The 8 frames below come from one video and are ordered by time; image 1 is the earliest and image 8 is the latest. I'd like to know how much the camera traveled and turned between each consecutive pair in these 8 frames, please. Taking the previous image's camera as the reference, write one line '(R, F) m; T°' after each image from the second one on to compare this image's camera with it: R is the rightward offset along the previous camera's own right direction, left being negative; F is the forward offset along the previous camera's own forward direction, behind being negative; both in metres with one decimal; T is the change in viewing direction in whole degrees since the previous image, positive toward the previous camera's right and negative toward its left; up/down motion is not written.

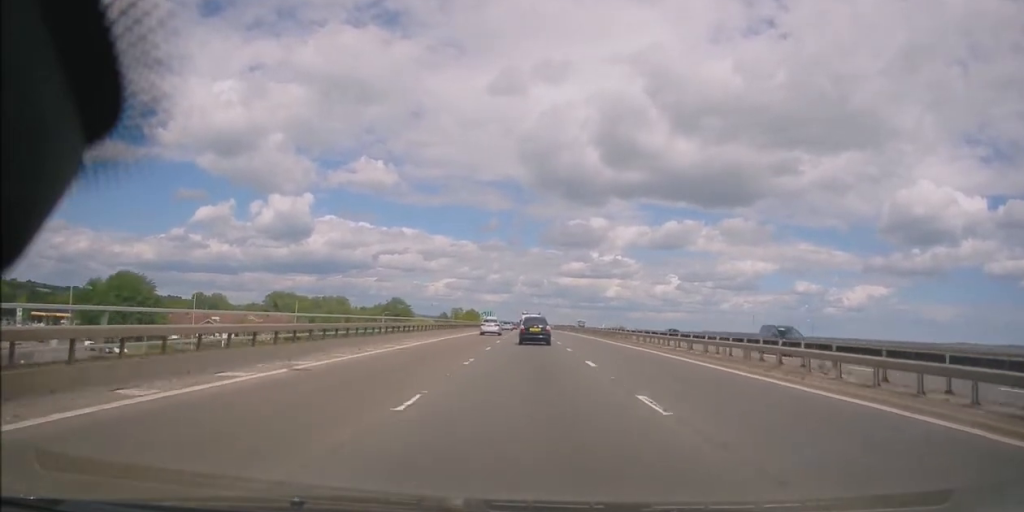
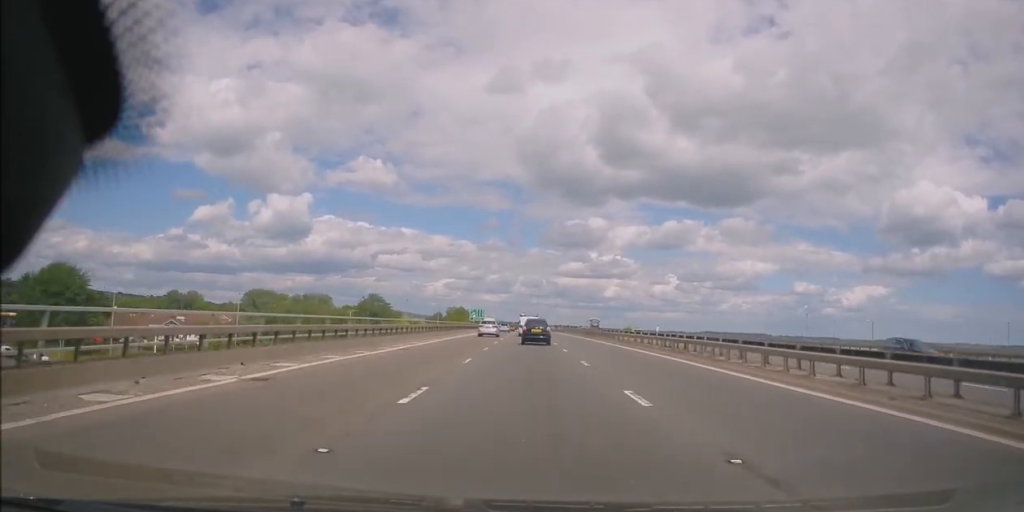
(0.0, +26.4) m; -1°
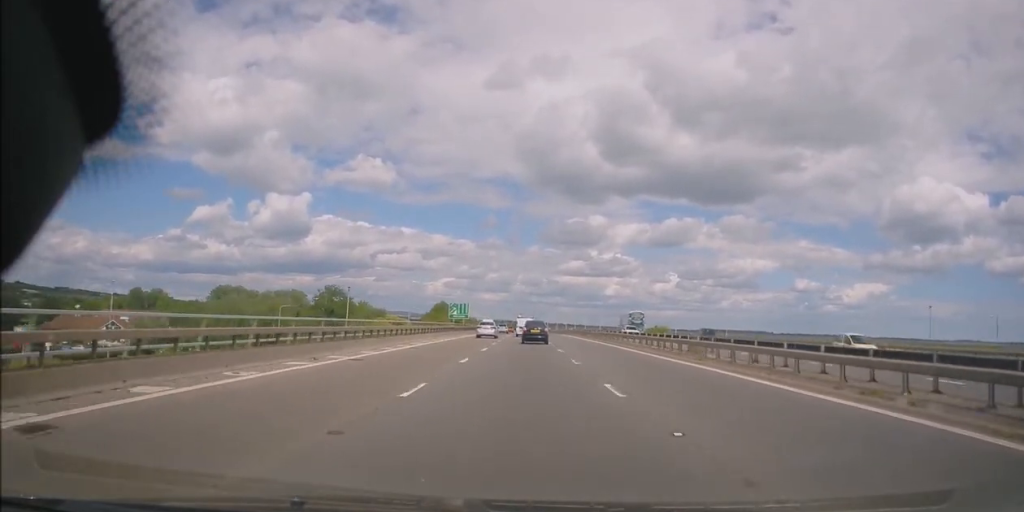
(-0.5, +35.1) m; 0°
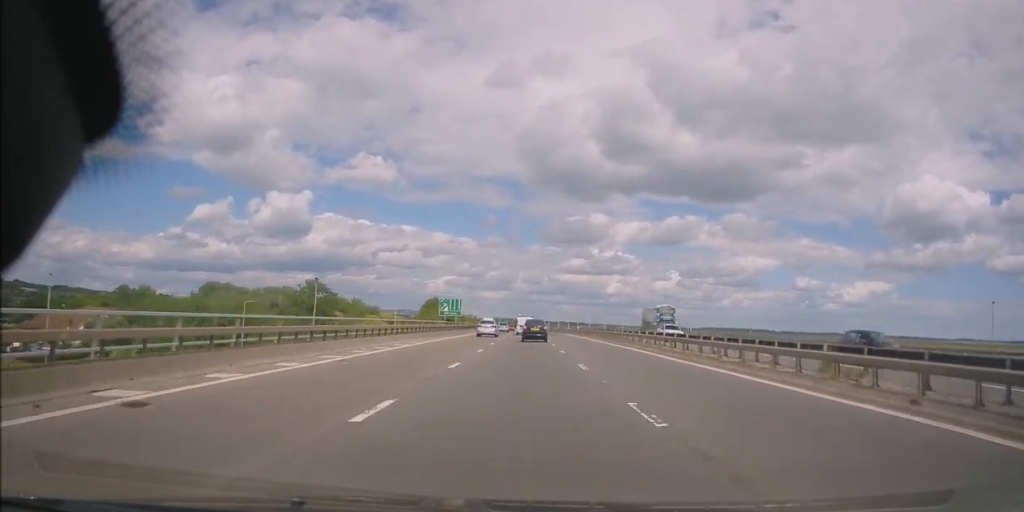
(+0.2, +11.7) m; 0°
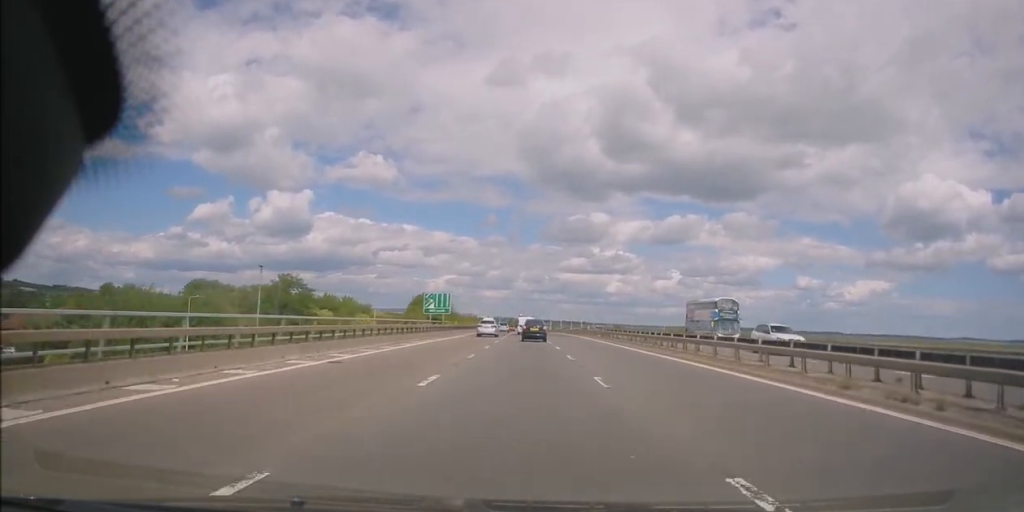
(+0.1, +13.6) m; 0°
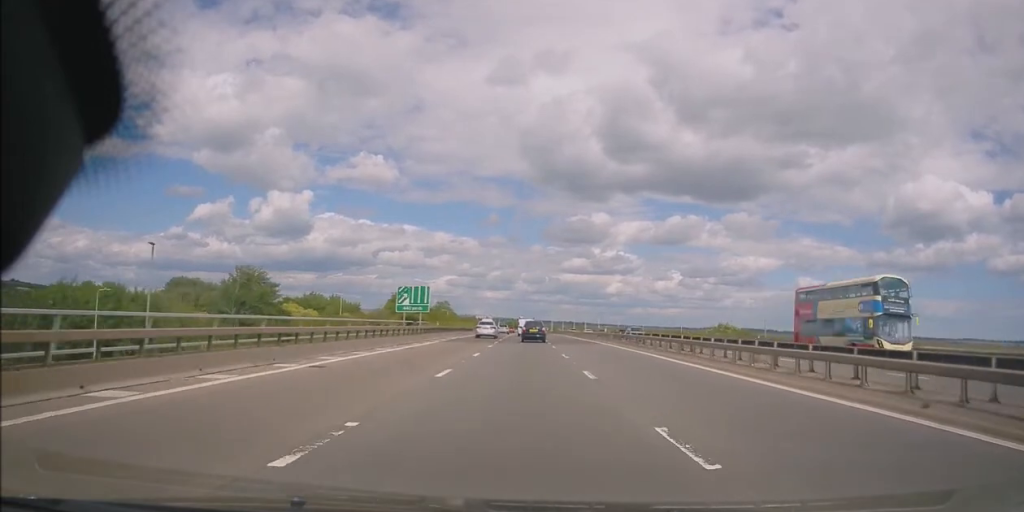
(0.0, +15.7) m; 0°
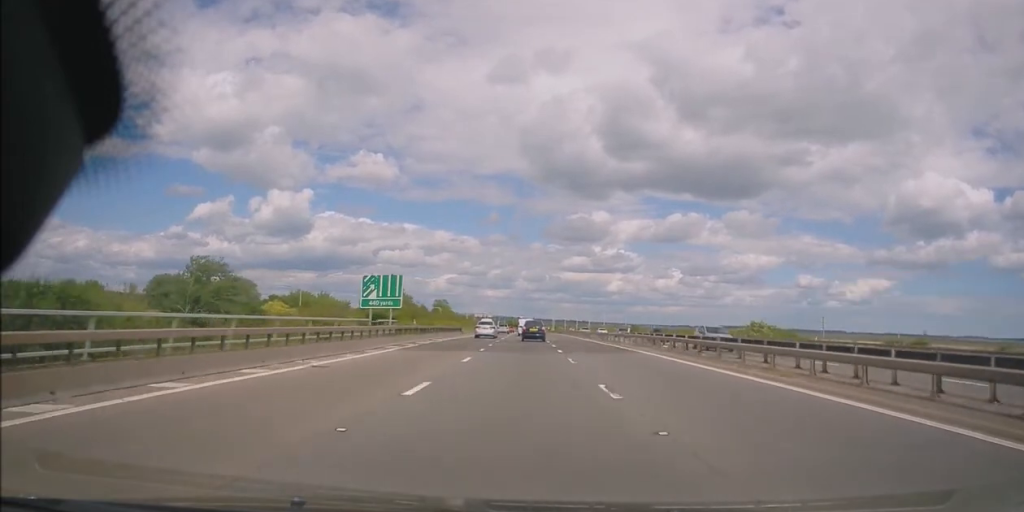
(+0.1, +12.8) m; 0°
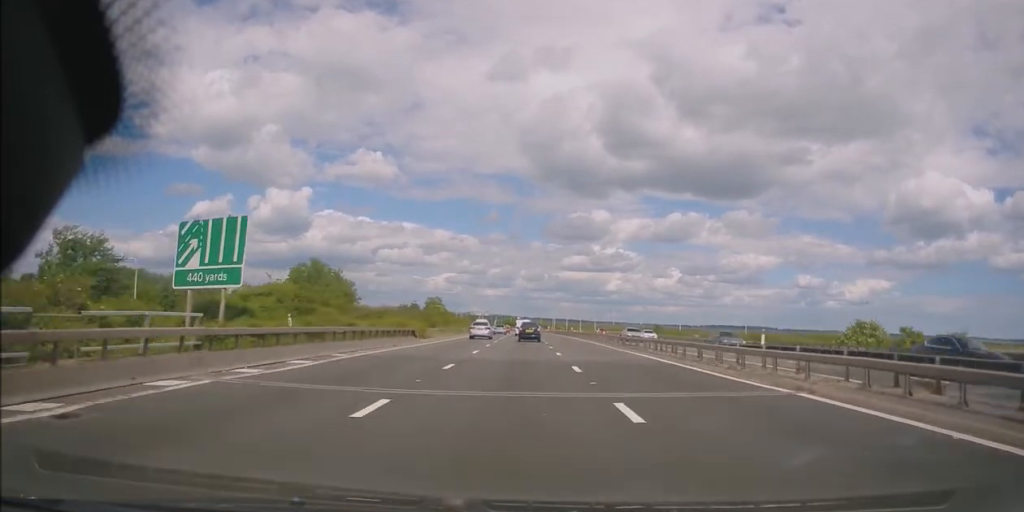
(-0.4, +25.8) m; -1°
